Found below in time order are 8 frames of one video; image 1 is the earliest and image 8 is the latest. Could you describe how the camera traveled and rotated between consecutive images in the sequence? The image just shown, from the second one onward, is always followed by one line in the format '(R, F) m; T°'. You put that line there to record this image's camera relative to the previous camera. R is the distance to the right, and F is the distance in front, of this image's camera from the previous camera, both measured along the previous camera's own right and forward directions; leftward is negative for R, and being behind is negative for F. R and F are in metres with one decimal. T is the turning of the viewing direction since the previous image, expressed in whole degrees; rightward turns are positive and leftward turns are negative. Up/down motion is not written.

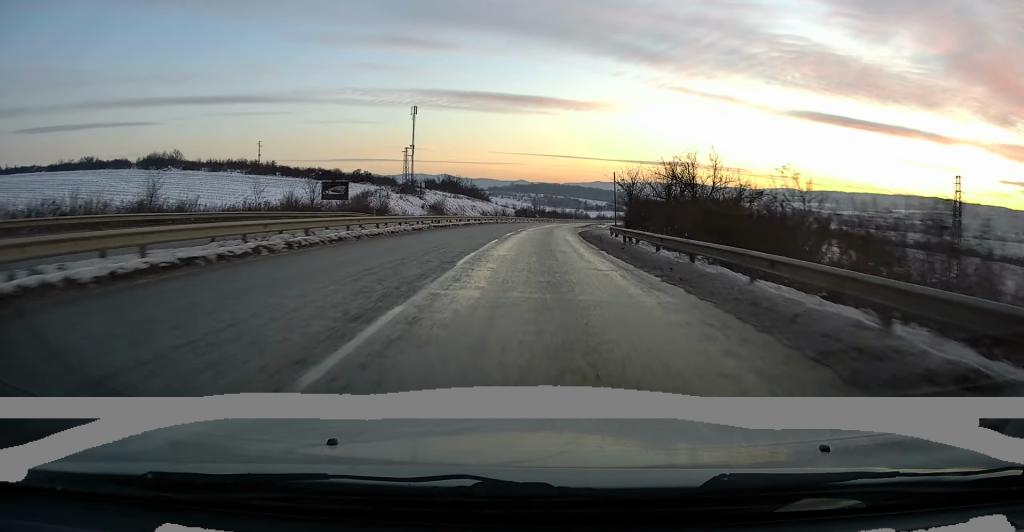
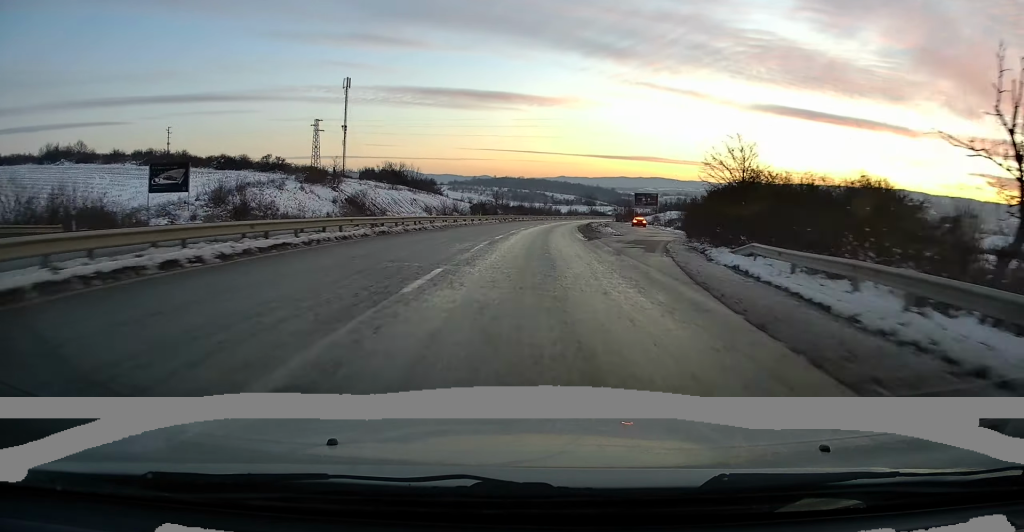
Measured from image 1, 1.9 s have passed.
(+1.2, +39.8) m; +3°
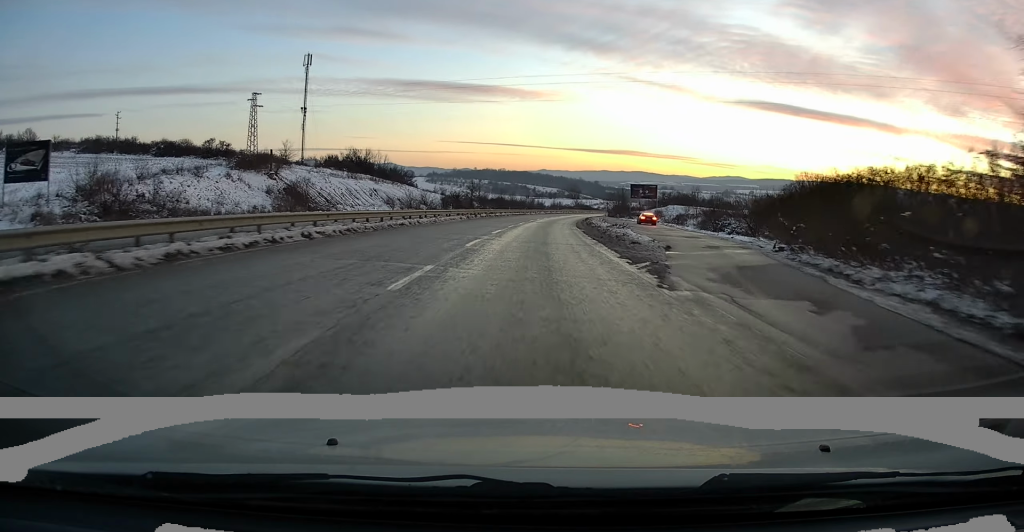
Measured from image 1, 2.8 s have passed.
(+0.4, +18.3) m; +2°
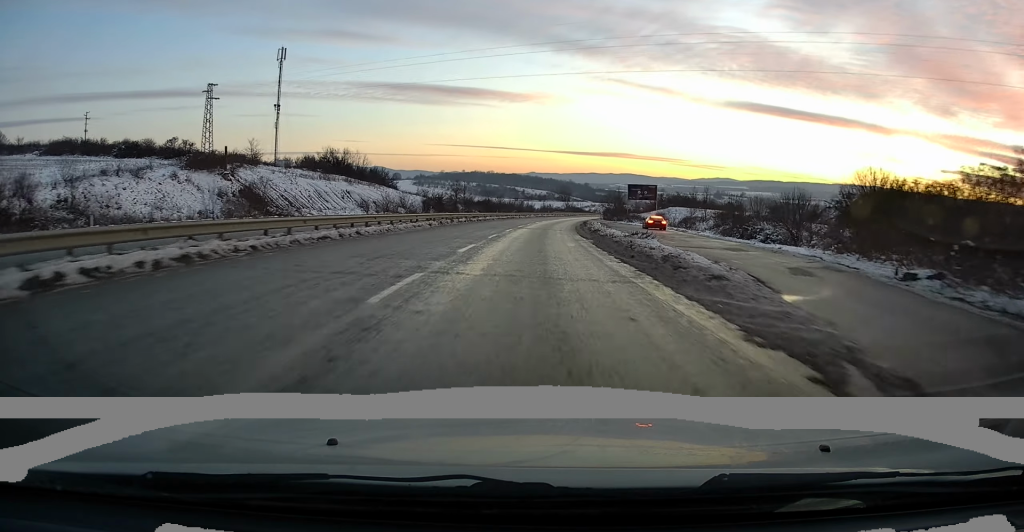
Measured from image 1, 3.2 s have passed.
(+0.1, +9.9) m; +1°
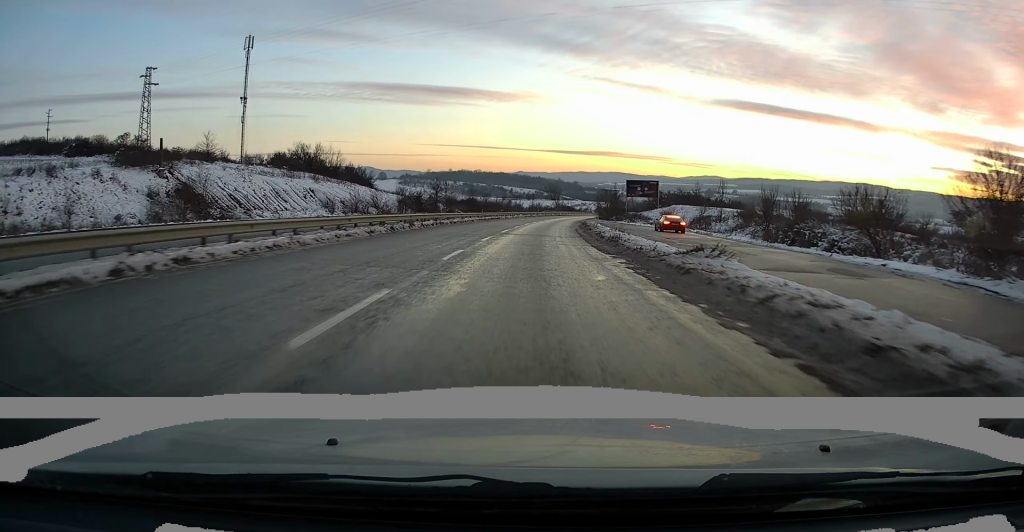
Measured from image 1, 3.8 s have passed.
(+0.1, +11.3) m; +1°
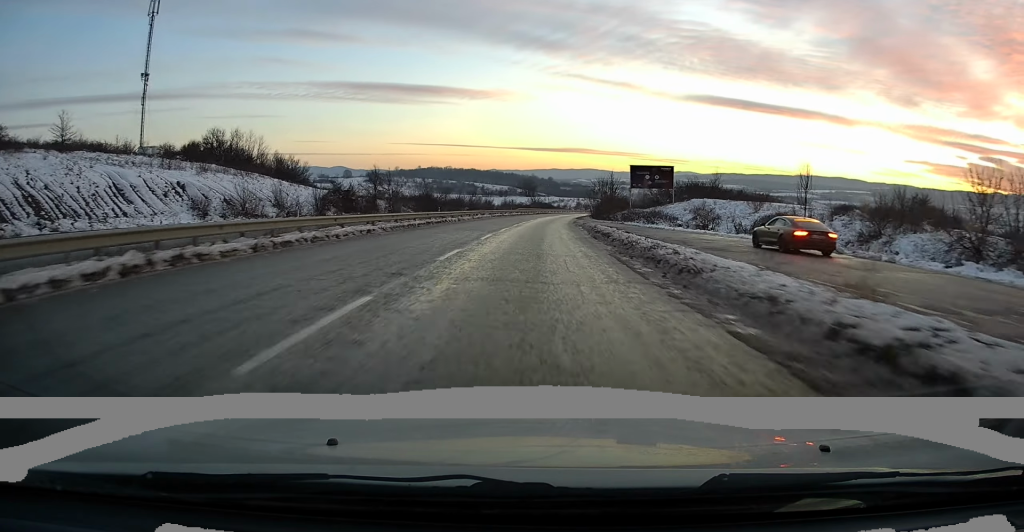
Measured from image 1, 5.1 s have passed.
(+0.6, +27.3) m; +2°
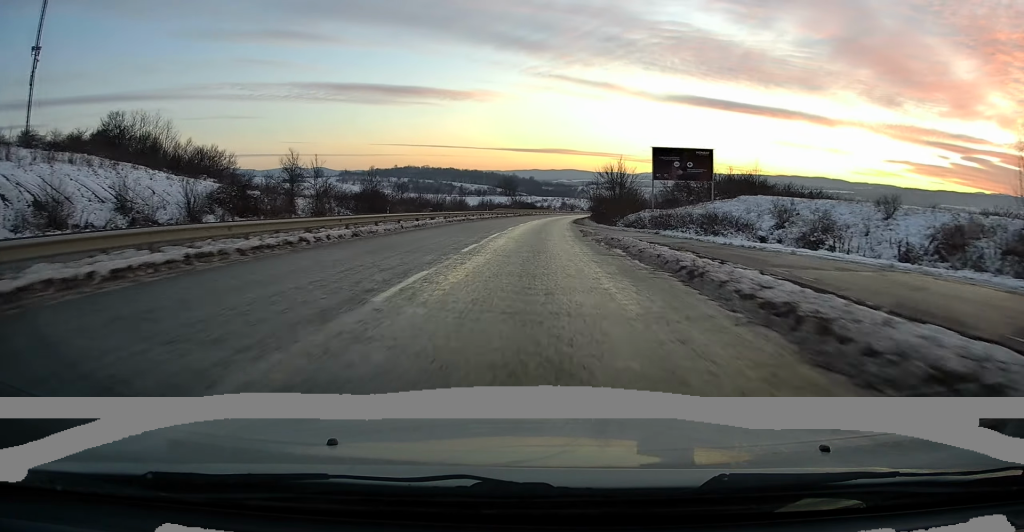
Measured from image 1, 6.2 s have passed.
(+0.2, +23.7) m; +2°
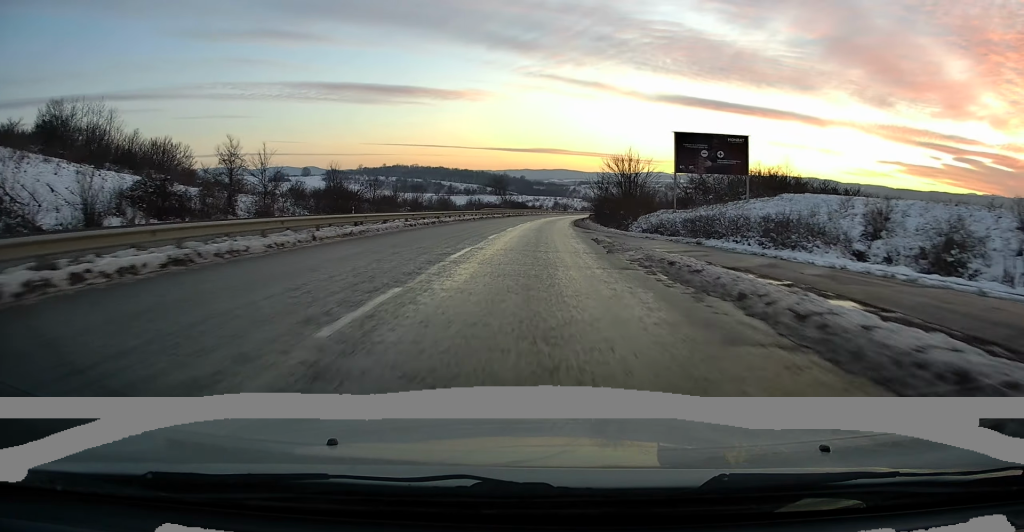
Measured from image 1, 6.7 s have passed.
(+0.1, +11.0) m; +1°
